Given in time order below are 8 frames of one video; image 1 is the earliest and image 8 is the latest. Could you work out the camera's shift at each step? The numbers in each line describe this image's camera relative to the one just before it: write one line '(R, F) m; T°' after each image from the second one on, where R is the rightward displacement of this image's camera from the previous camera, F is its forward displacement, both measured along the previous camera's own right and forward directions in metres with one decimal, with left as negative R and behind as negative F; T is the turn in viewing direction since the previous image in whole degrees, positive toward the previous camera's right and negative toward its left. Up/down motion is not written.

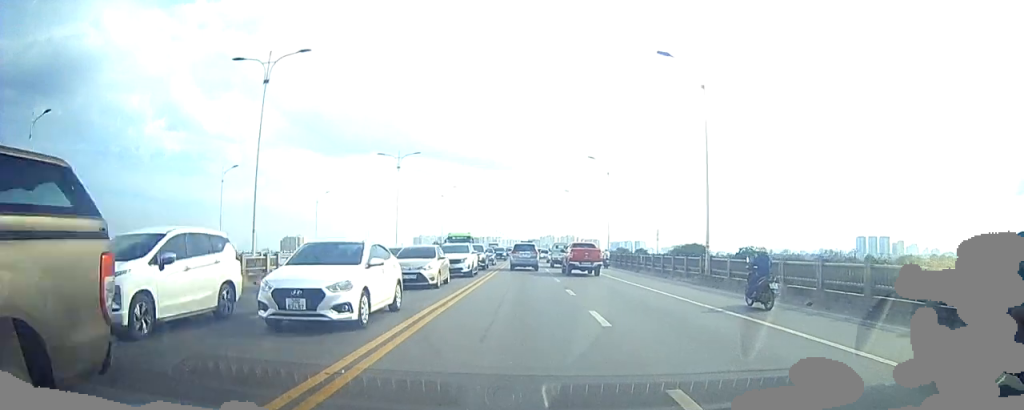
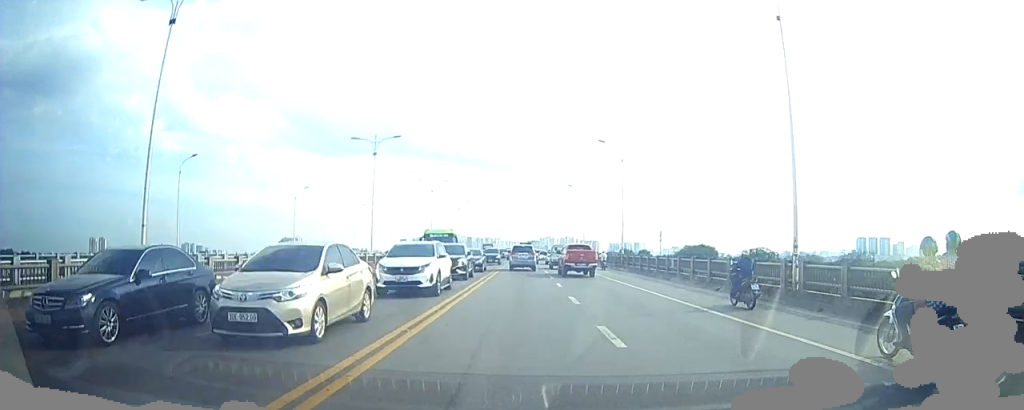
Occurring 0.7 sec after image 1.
(0.0, +7.9) m; -1°
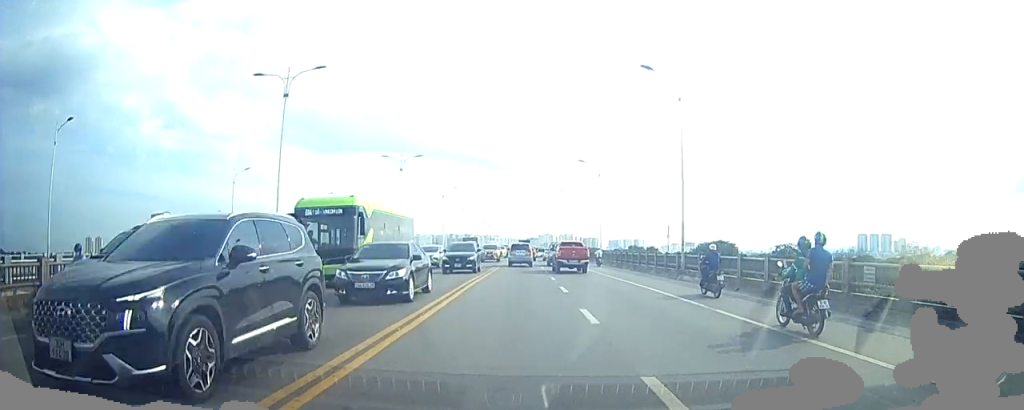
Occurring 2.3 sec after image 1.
(-0.8, +18.6) m; -4°
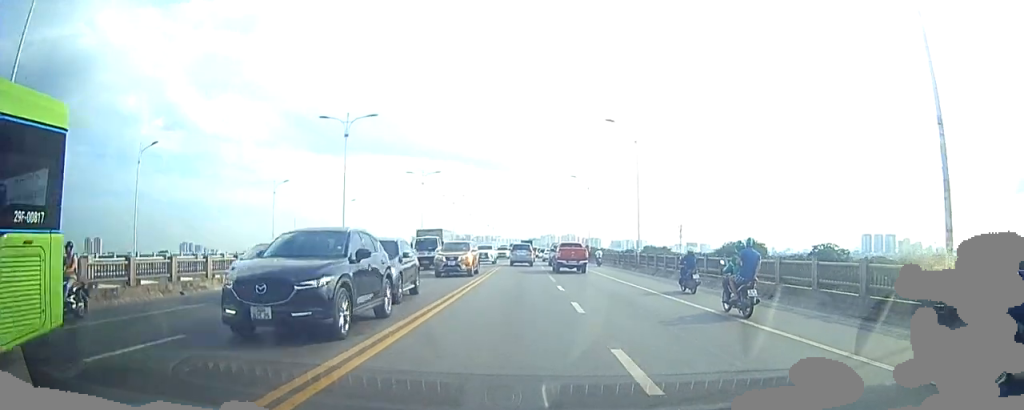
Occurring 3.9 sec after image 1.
(+0.1, +20.5) m; +1°
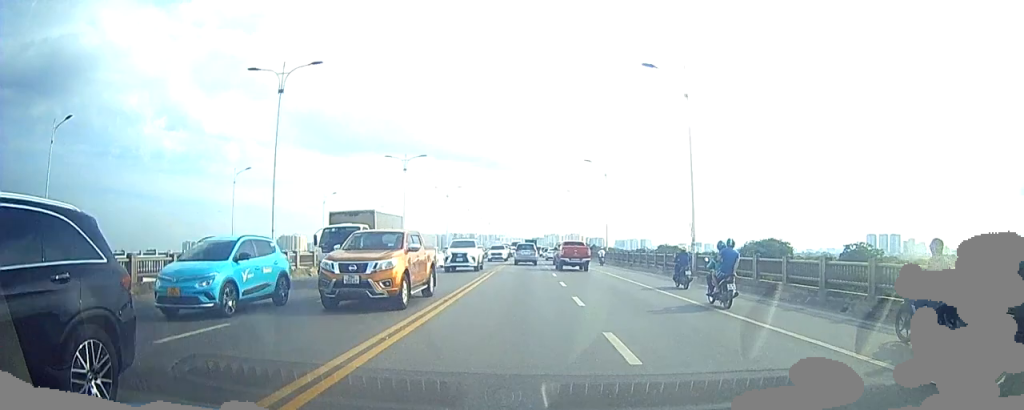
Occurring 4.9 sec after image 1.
(+0.1, +11.6) m; +1°
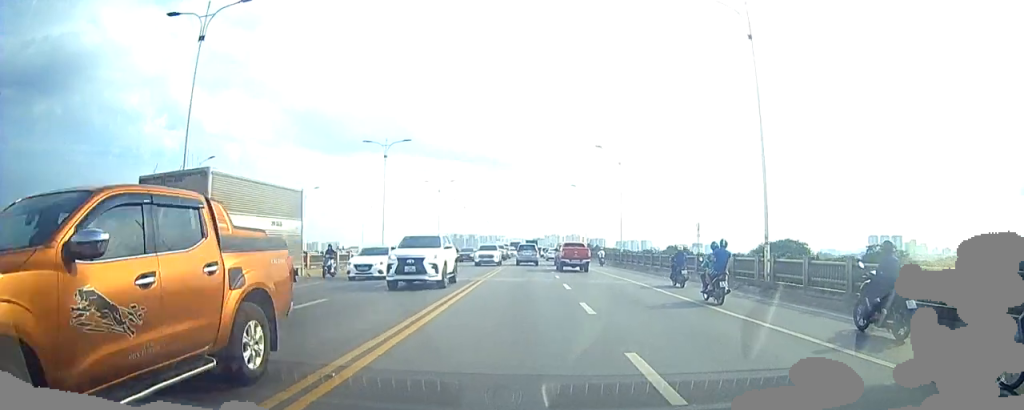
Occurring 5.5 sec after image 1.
(+0.1, +7.7) m; 0°
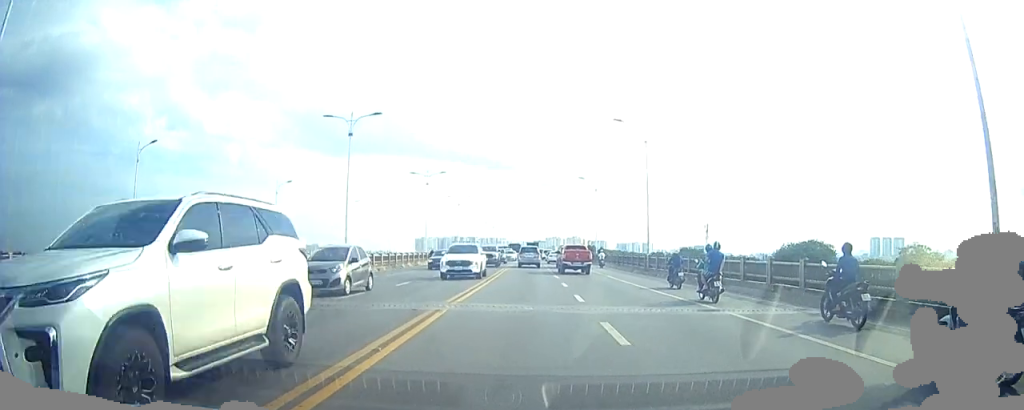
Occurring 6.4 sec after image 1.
(0.0, +10.1) m; 0°
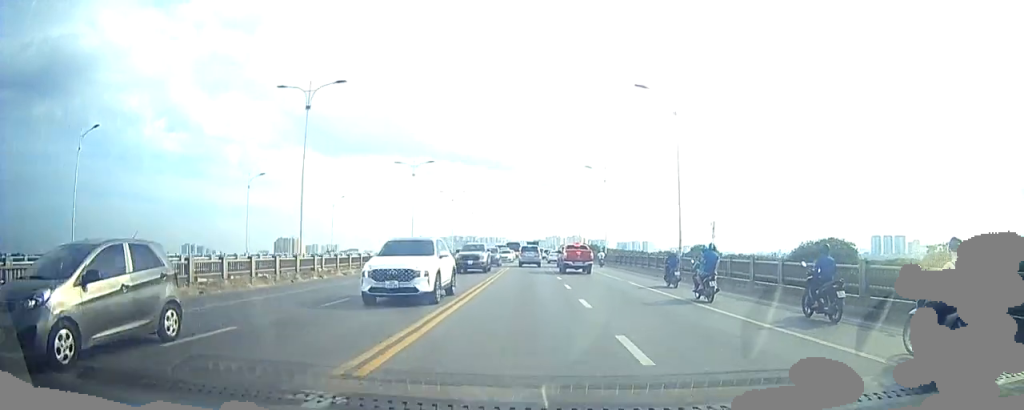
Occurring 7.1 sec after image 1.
(0.0, +7.9) m; 0°
